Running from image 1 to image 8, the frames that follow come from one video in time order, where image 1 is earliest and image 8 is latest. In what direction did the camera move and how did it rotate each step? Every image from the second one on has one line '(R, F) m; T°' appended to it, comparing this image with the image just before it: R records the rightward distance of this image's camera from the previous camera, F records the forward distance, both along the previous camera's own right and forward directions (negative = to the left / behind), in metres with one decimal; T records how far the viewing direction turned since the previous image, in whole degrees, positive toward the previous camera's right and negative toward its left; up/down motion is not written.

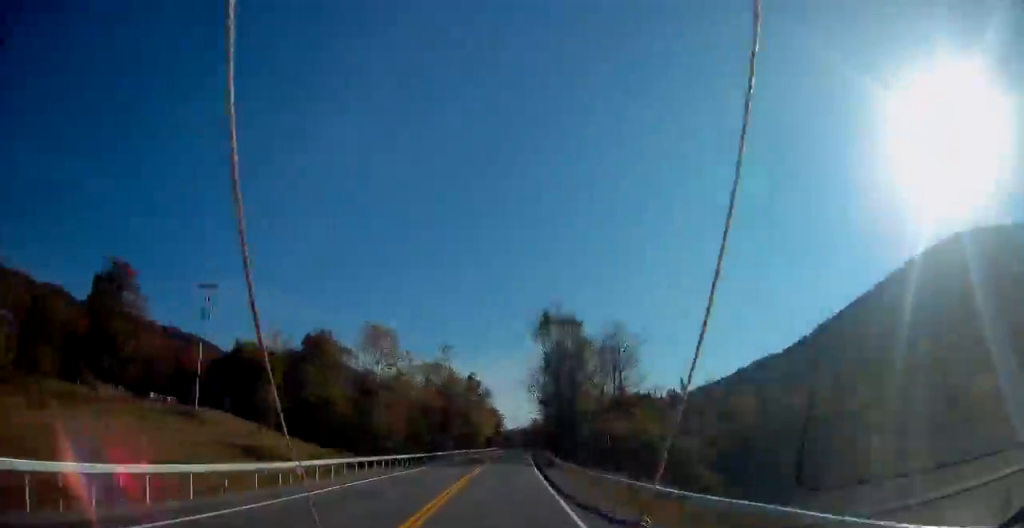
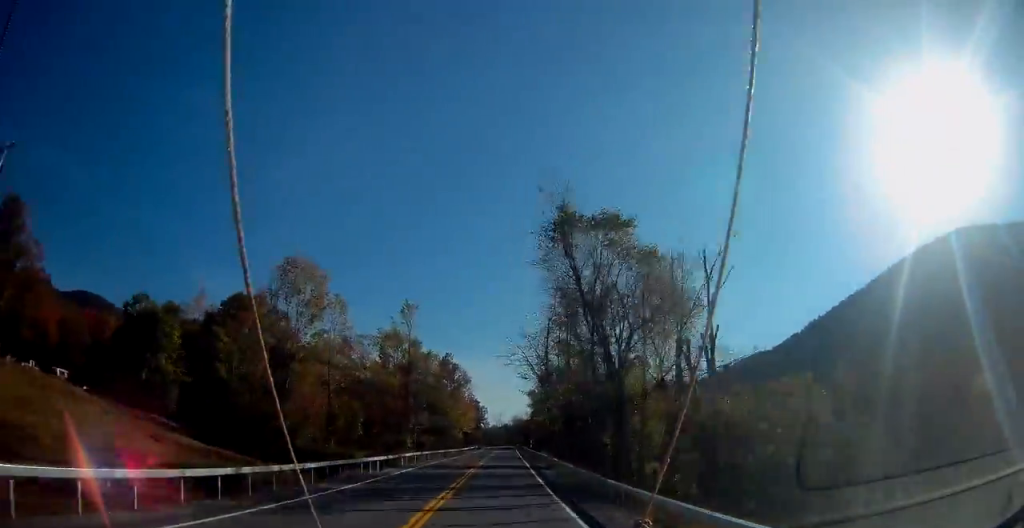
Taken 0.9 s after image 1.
(+0.3, +24.2) m; +1°
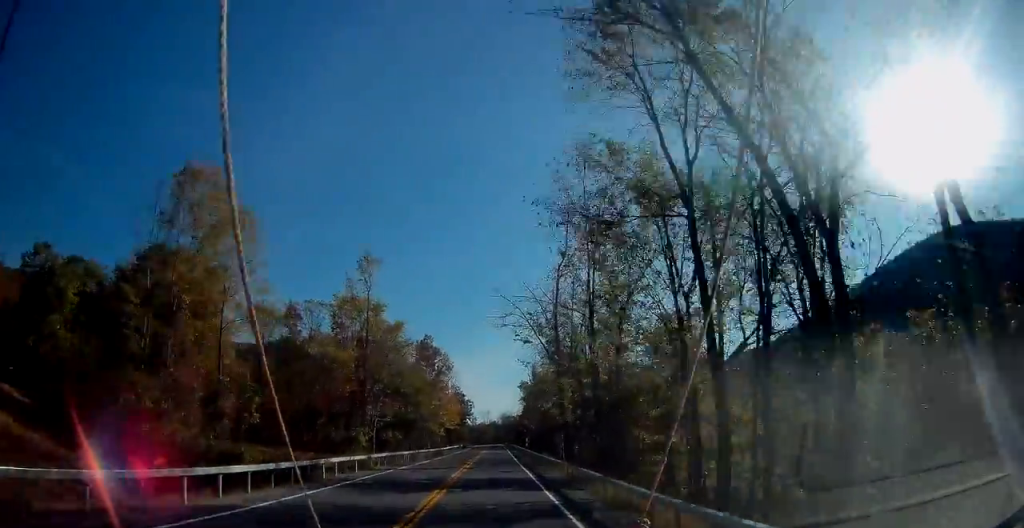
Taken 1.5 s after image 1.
(0.0, +16.1) m; +1°
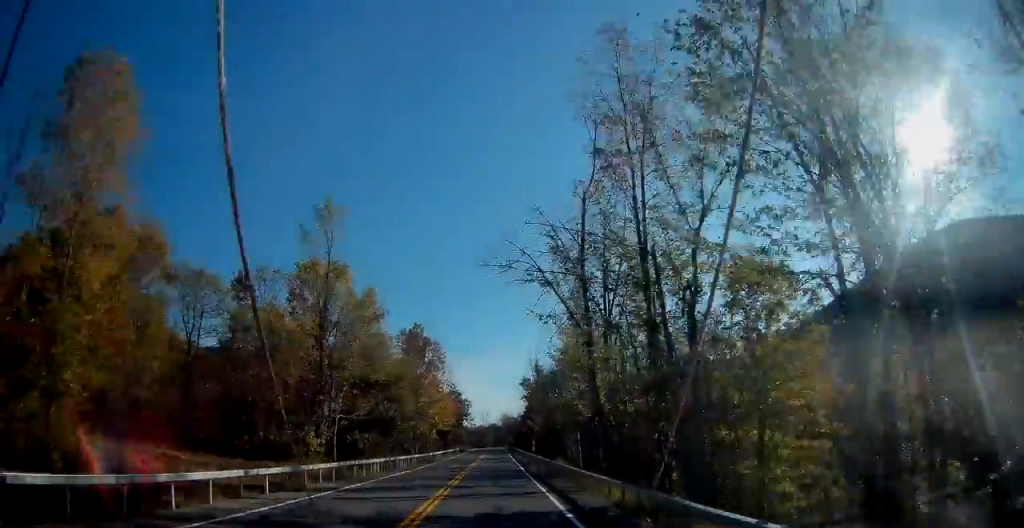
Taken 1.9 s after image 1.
(0.0, +11.6) m; +1°
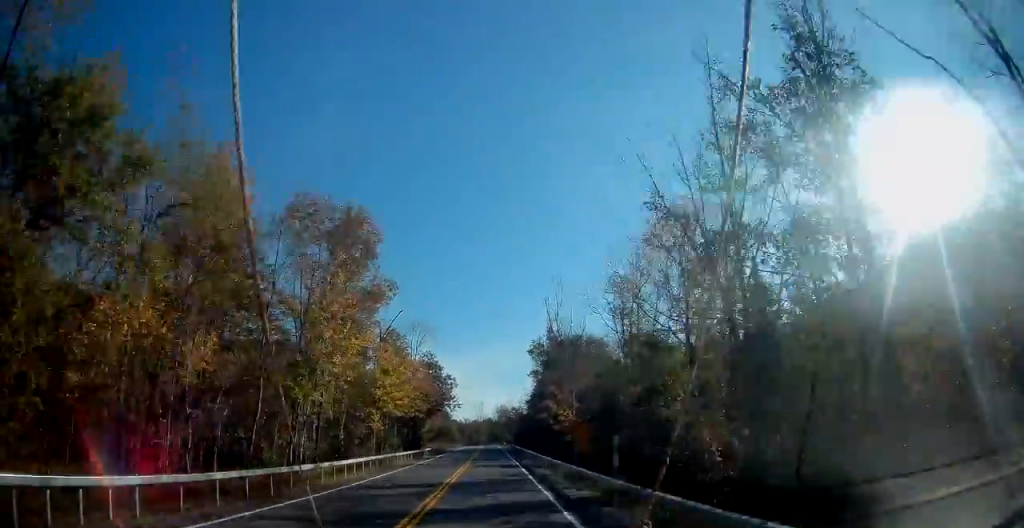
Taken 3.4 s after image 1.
(+0.8, +38.4) m; +1°
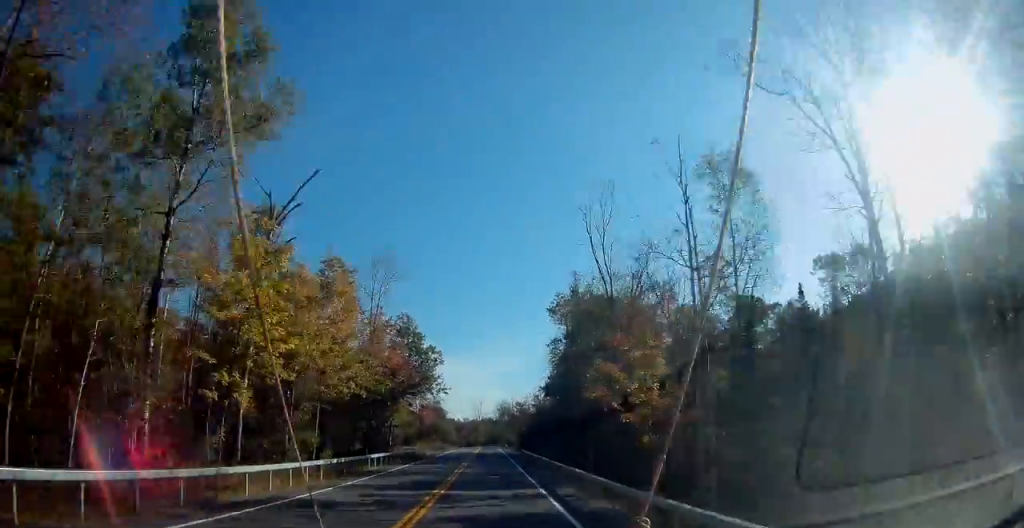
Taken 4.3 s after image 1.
(-0.3, +25.8) m; 0°
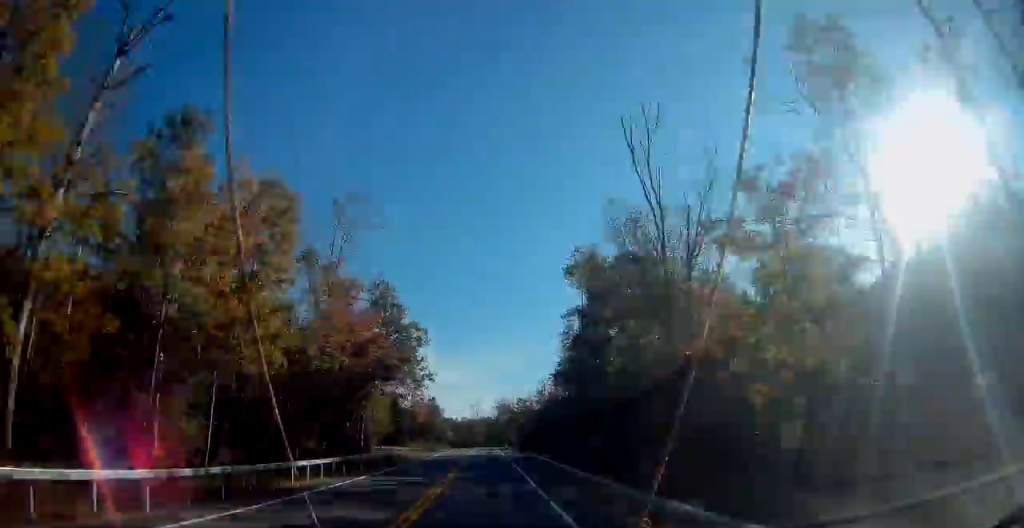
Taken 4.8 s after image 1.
(+0.1, +12.4) m; 0°
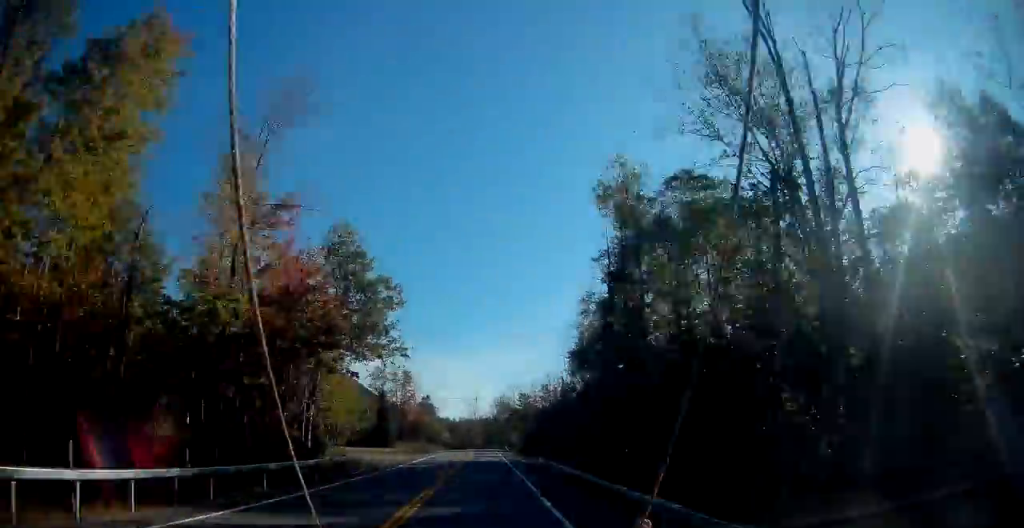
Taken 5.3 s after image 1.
(0.0, +13.2) m; 0°
